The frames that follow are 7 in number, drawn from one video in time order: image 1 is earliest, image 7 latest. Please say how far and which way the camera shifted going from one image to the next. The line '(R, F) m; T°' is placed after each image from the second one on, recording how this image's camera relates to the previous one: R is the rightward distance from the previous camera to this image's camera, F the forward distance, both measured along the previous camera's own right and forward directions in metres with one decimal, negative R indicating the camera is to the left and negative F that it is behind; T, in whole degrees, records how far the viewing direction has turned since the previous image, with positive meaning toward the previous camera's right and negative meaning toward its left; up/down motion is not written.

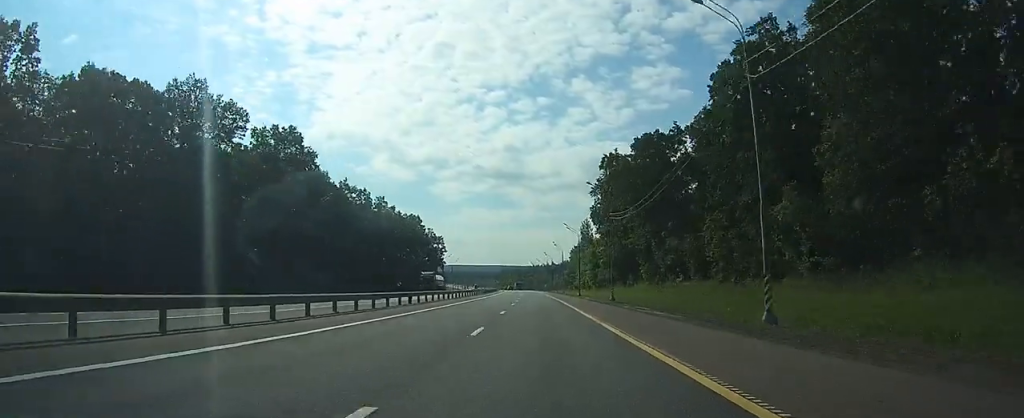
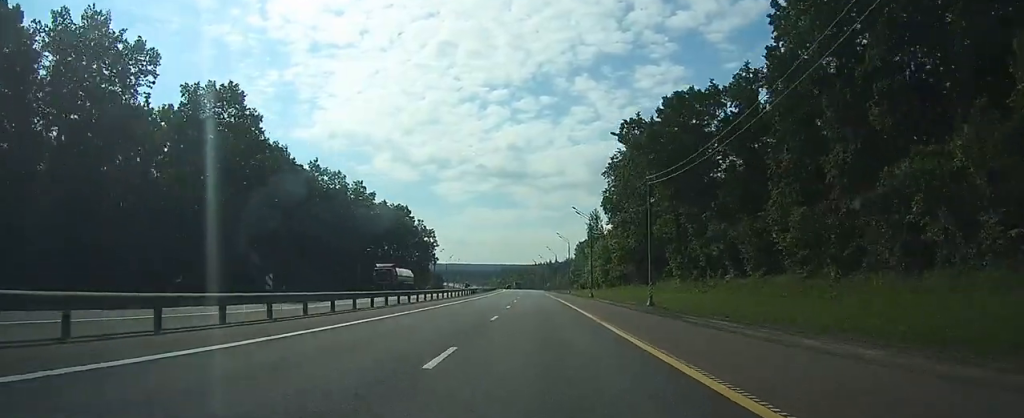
(-0.1, +18.1) m; 0°
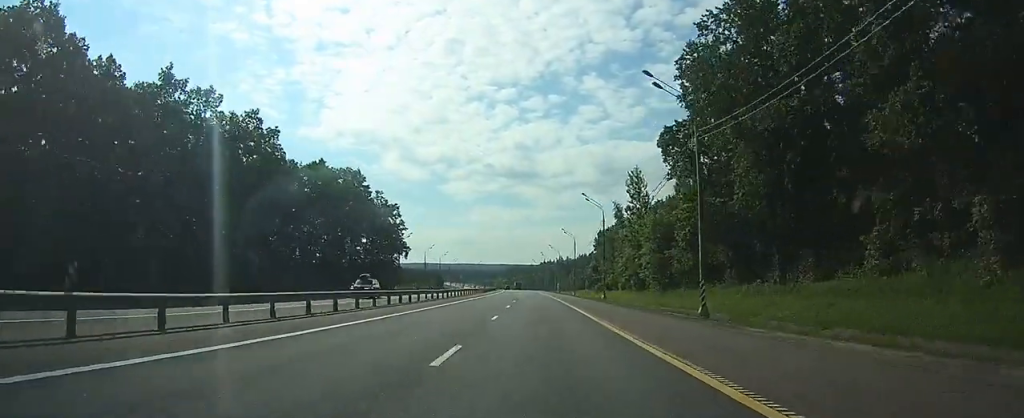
(-0.1, +47.7) m; -1°
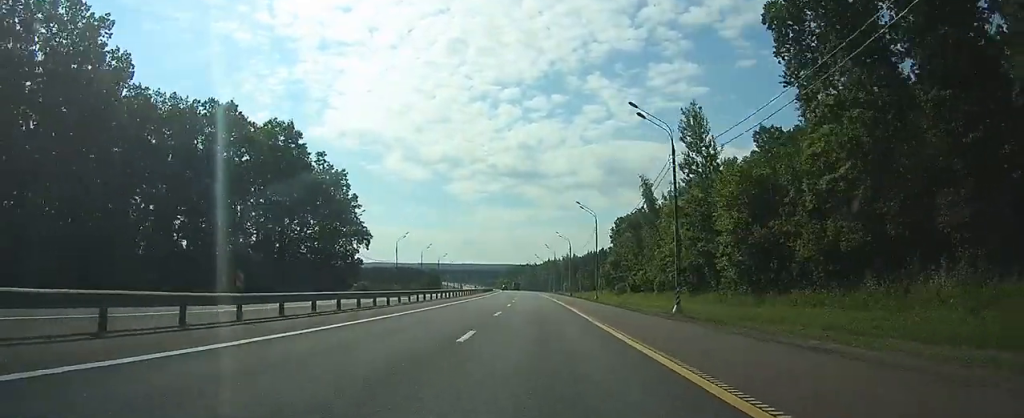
(-0.3, +31.9) m; -1°
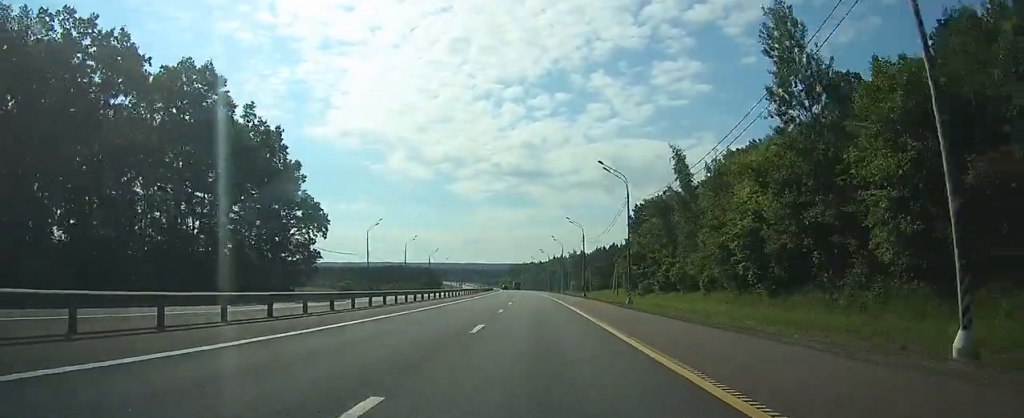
(-0.1, +21.7) m; 0°
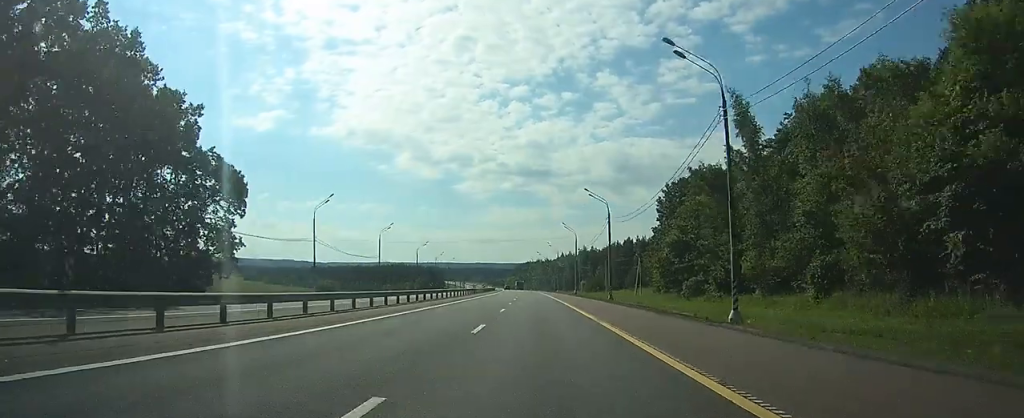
(-0.1, +24.1) m; 0°
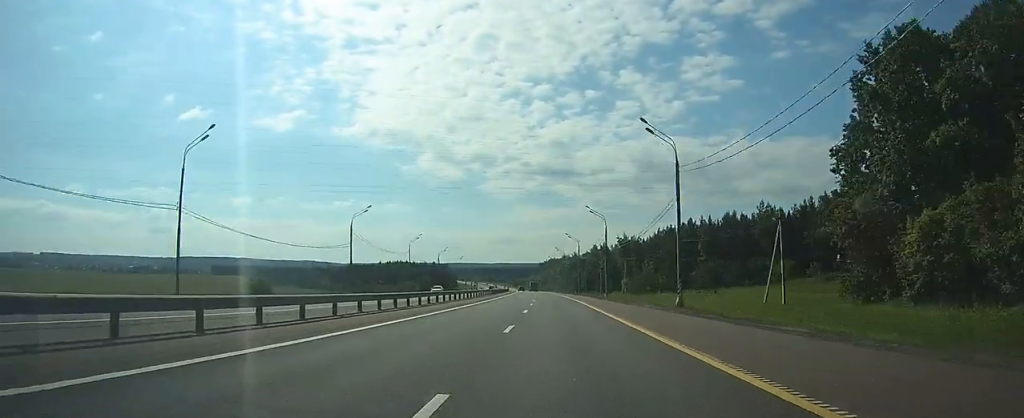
(-0.8, +59.9) m; -1°
